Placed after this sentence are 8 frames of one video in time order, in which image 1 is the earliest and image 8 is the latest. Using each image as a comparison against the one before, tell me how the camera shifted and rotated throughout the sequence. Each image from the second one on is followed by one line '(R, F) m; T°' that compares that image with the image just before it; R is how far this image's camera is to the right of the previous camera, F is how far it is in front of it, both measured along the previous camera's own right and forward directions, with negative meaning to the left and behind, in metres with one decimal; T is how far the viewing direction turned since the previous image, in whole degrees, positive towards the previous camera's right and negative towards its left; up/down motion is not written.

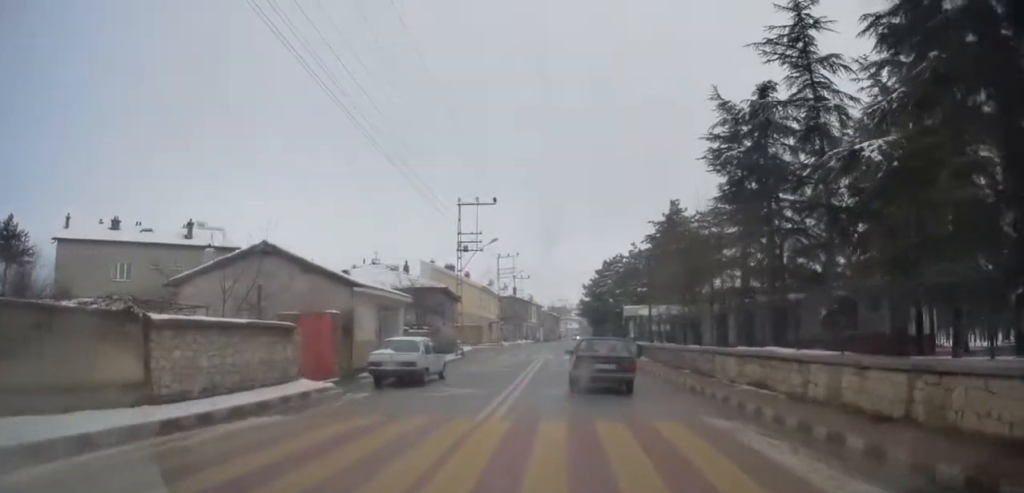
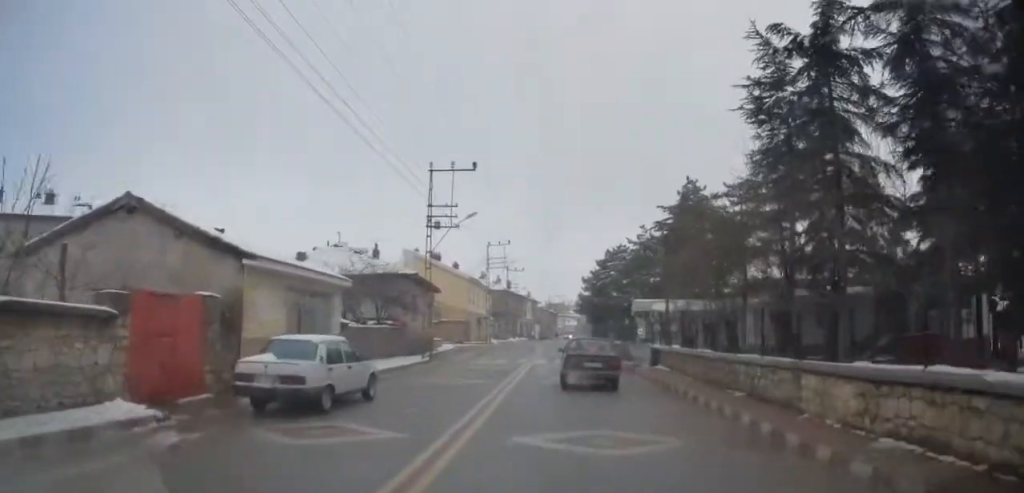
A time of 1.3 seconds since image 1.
(-0.1, +7.5) m; -1°
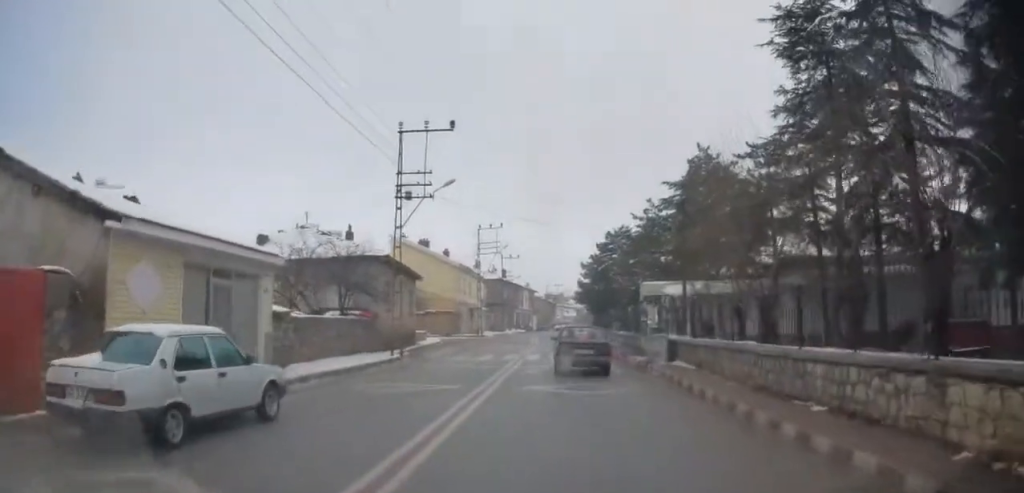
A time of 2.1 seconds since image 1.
(-0.1, +4.4) m; +1°
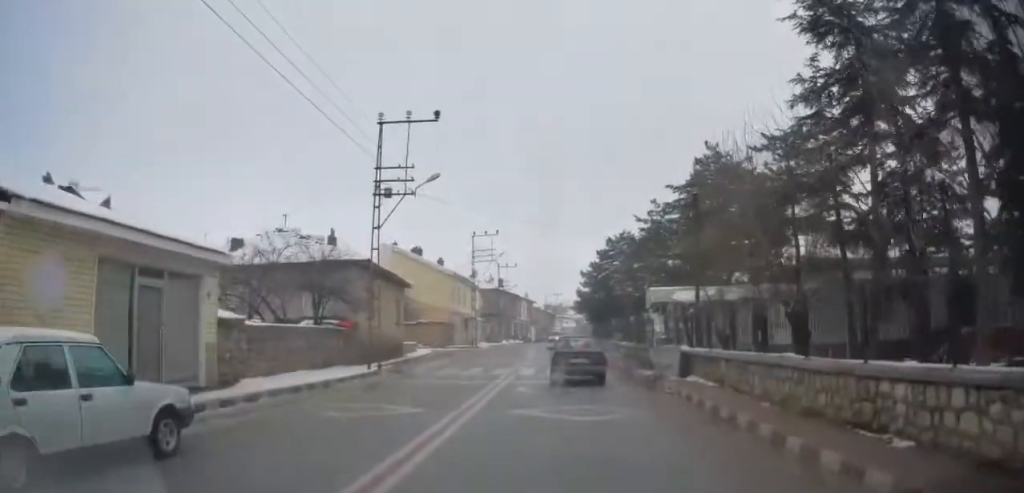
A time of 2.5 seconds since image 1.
(+0.1, +2.6) m; 0°
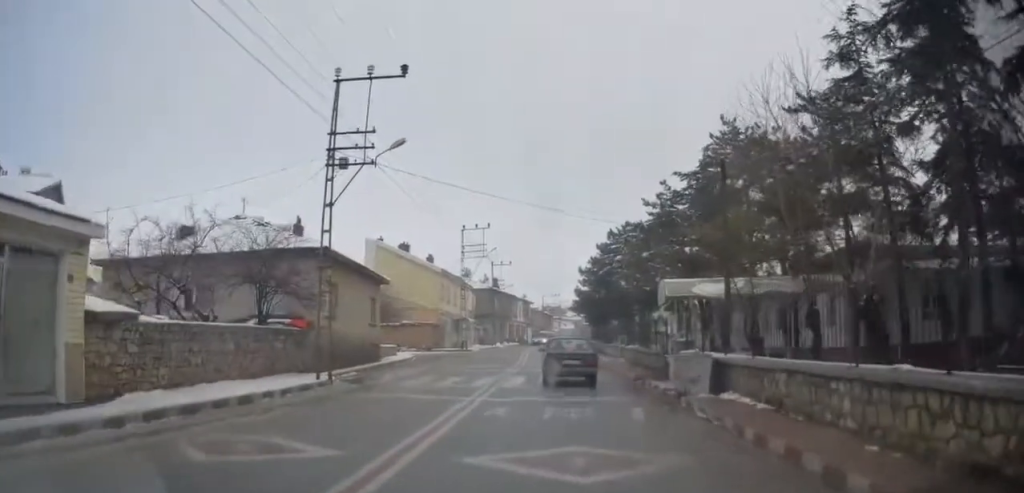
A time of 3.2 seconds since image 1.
(+0.1, +4.1) m; 0°
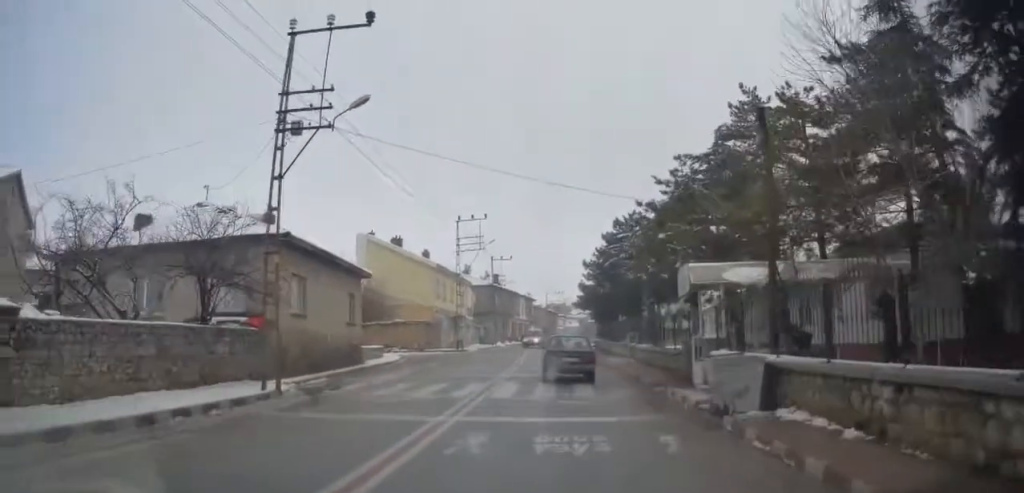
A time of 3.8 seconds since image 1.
(-0.1, +3.6) m; -1°
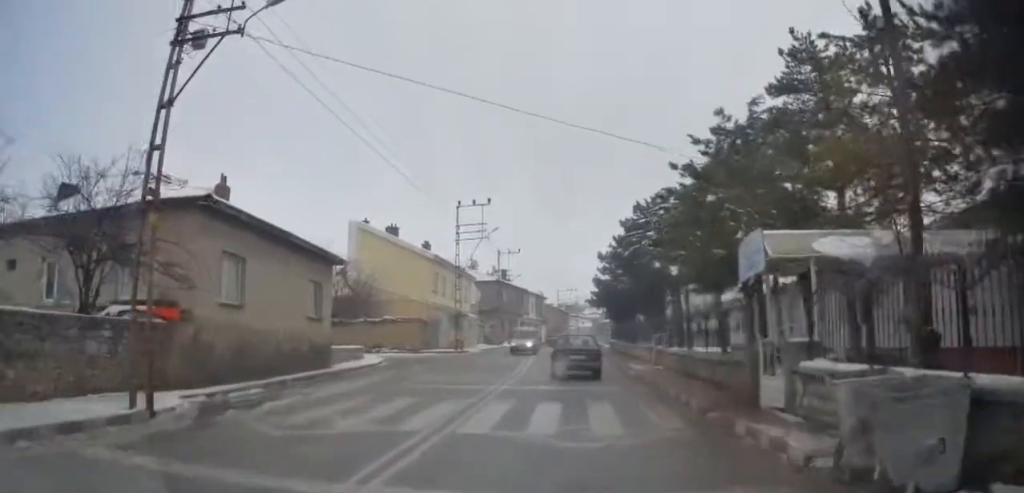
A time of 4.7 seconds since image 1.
(-0.1, +5.2) m; +1°
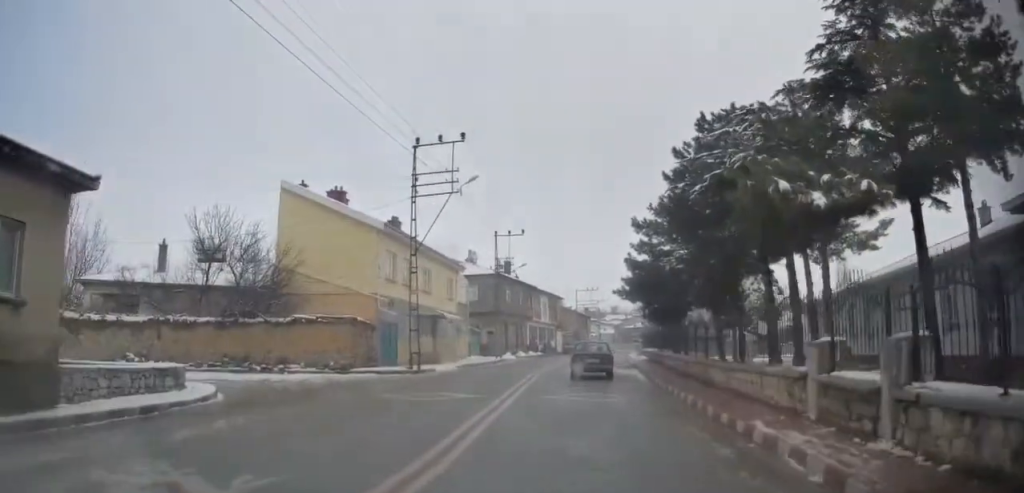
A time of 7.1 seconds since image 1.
(-0.2, +14.8) m; -5°
